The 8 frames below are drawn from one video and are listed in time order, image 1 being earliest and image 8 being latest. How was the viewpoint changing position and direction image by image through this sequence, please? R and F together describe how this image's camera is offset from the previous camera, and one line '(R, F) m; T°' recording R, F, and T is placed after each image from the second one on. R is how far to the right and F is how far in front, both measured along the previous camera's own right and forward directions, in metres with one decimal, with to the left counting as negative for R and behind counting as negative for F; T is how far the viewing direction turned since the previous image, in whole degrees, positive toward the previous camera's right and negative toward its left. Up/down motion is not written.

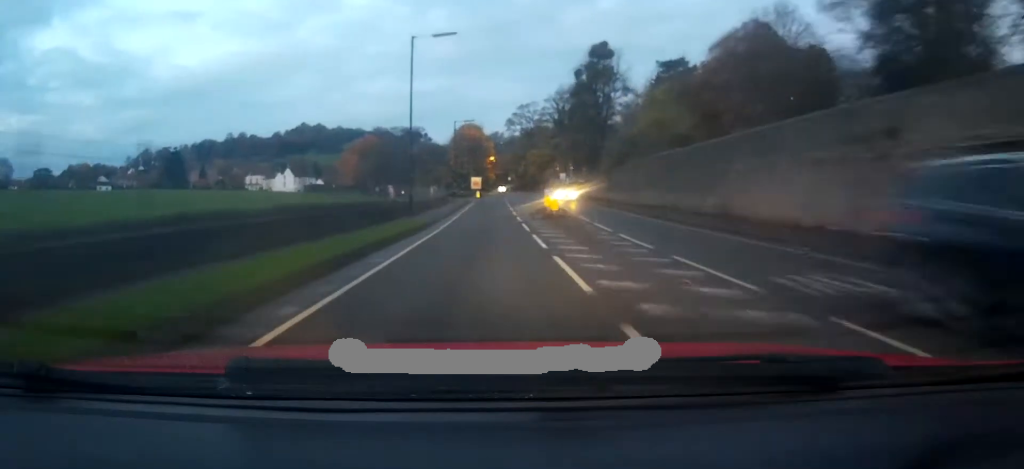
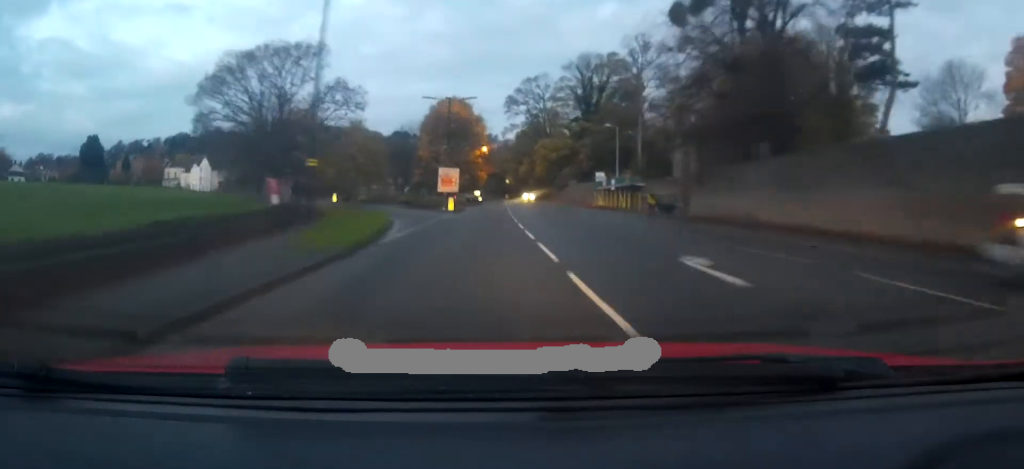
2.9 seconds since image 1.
(+0.1, +56.5) m; 0°
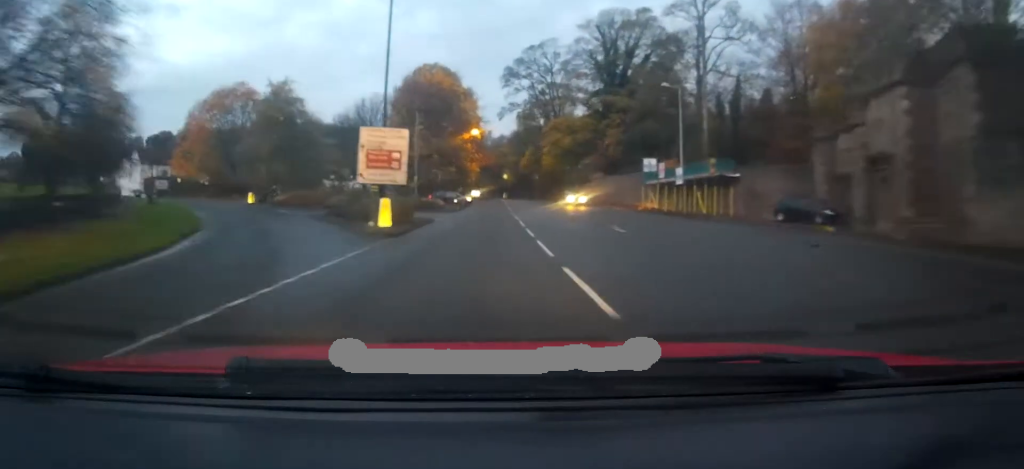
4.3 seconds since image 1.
(+0.5, +29.3) m; +1°
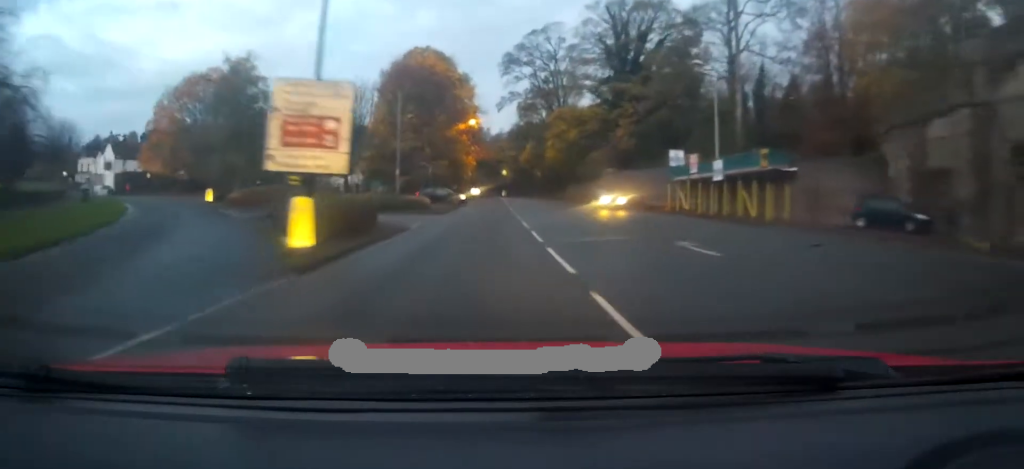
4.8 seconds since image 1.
(-0.1, +8.8) m; 0°
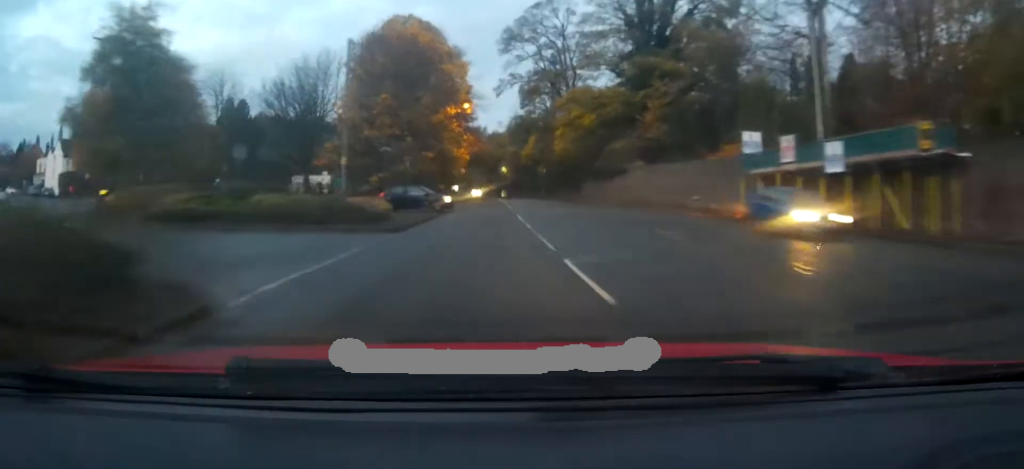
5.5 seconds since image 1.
(-0.3, +14.9) m; 0°
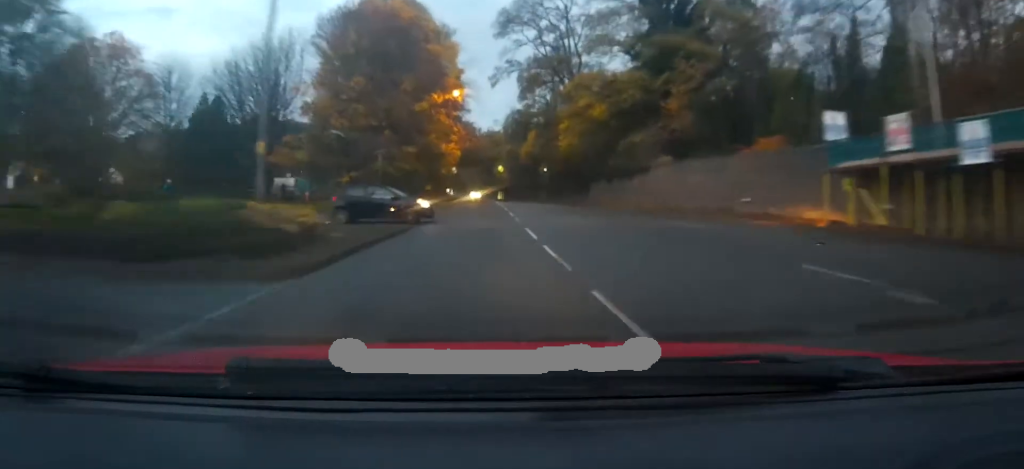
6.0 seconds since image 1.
(+0.2, +9.5) m; 0°
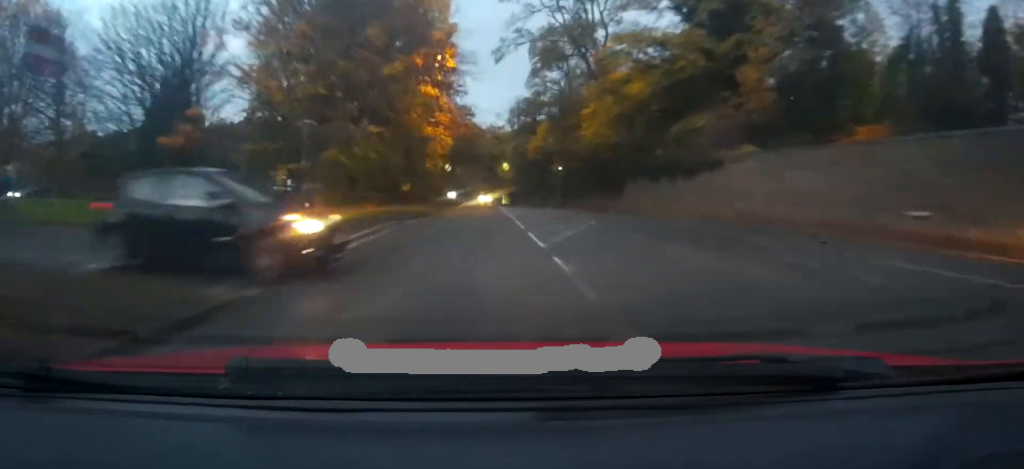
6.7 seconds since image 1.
(+0.1, +15.0) m; 0°
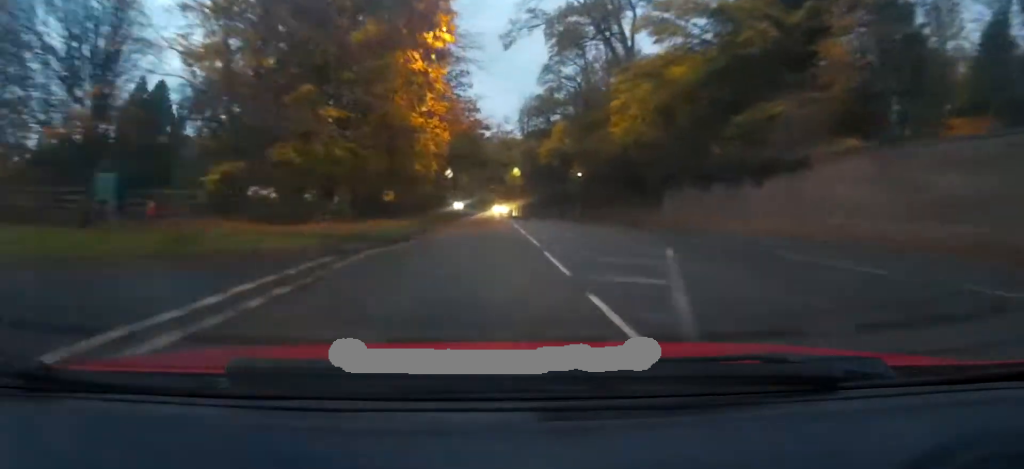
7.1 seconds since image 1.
(-0.2, +8.9) m; 0°
